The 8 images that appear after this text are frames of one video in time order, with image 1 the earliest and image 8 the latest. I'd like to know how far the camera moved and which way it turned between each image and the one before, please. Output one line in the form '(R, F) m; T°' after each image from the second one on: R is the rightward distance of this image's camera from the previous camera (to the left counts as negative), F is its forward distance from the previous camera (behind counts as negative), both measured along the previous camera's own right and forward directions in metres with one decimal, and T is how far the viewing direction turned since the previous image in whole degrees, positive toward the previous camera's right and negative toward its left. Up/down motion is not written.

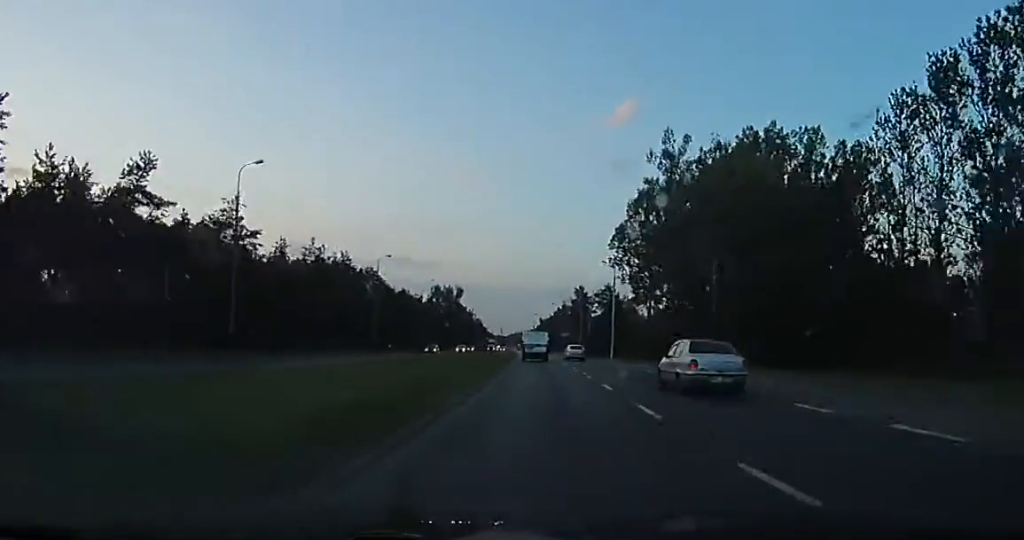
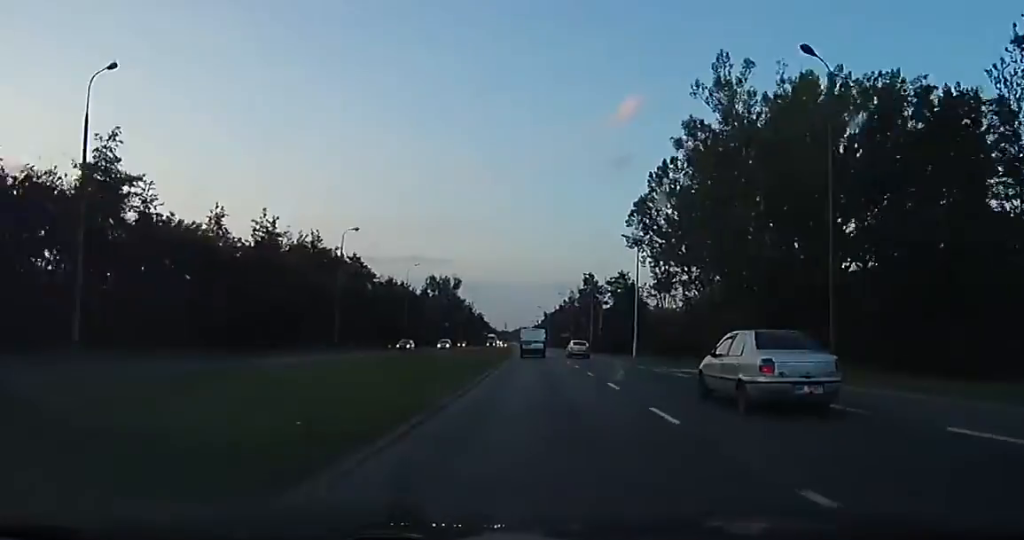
(+0.3, +13.0) m; 0°
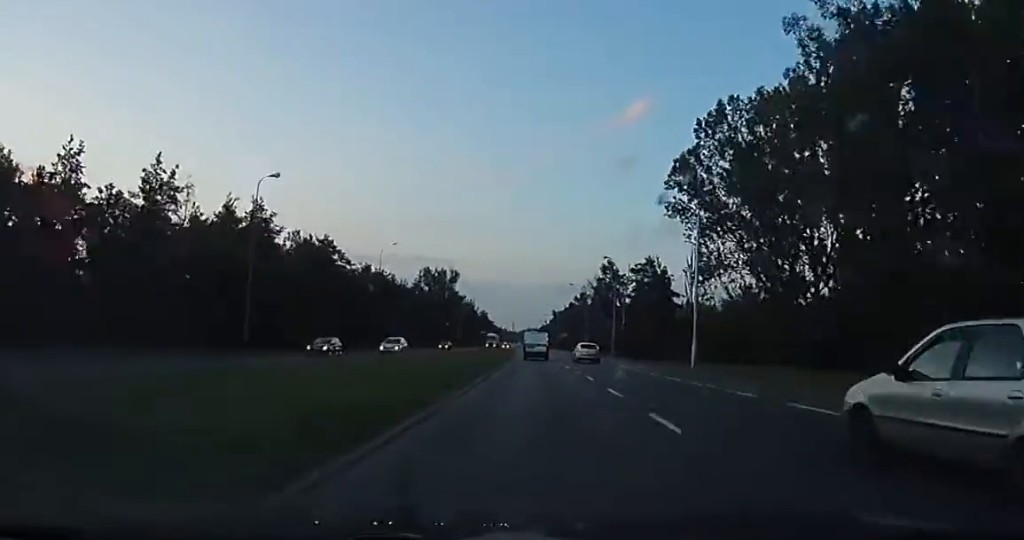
(-0.2, +18.4) m; -2°
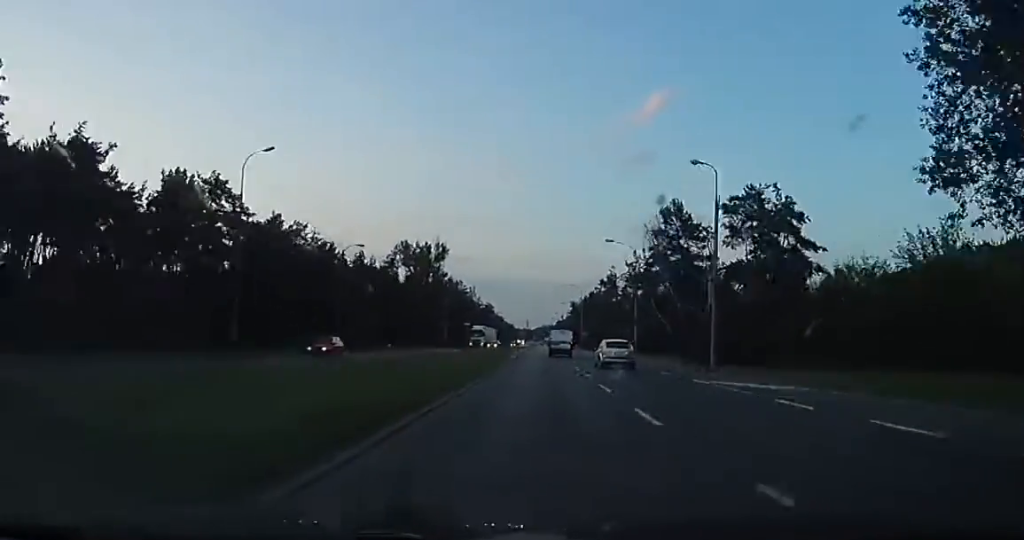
(-1.2, +34.4) m; -3°
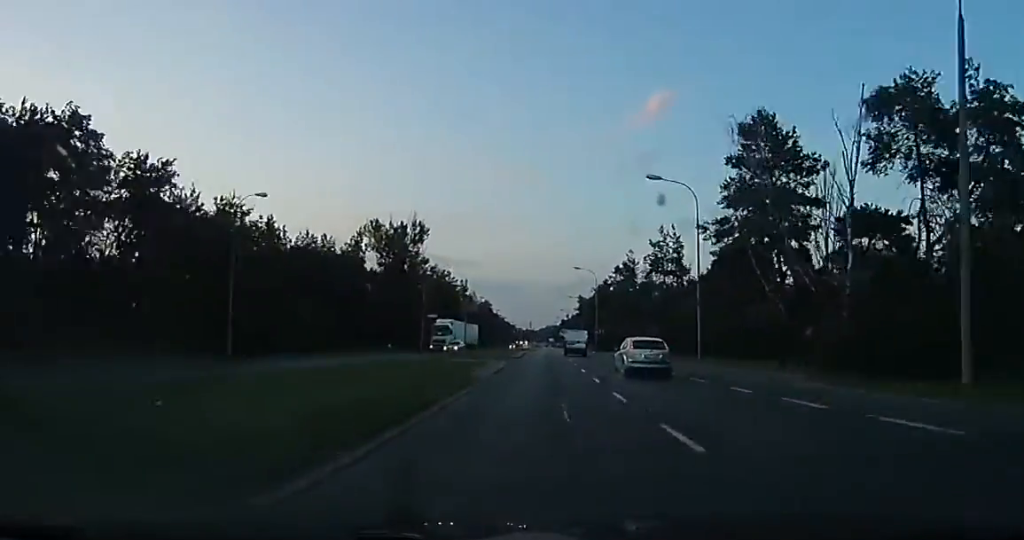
(-0.1, +20.5) m; 0°
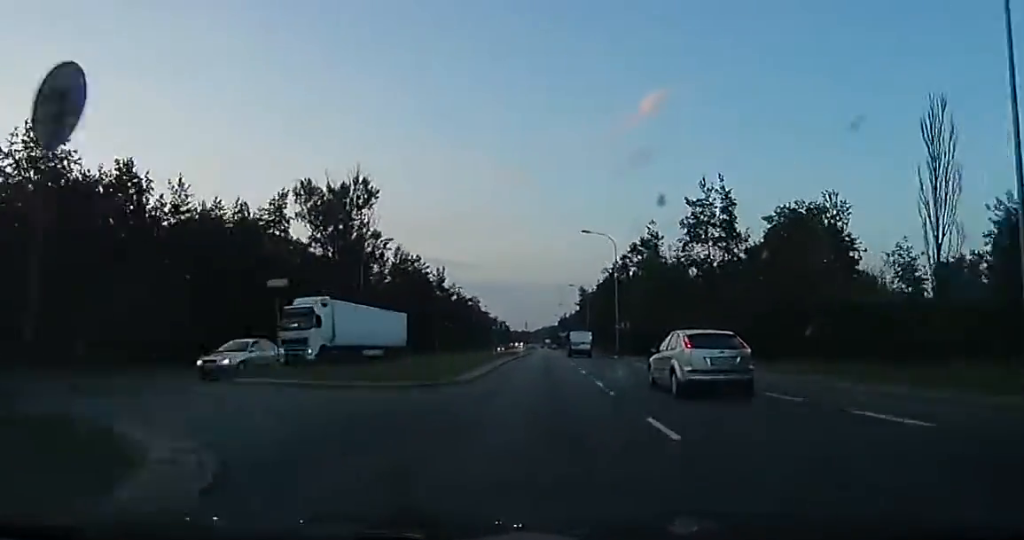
(0.0, +23.4) m; 0°
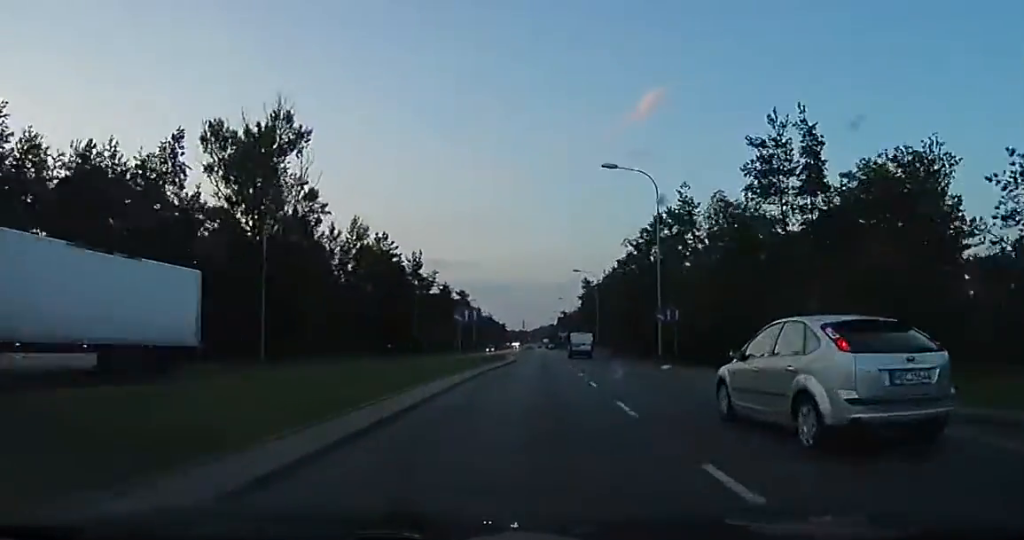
(0.0, +18.2) m; -1°
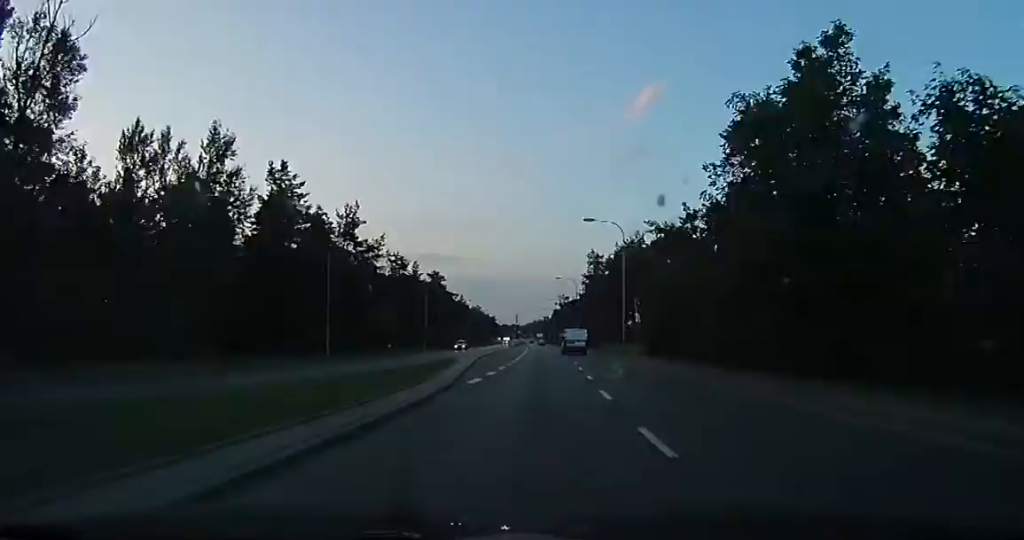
(-0.4, +27.4) m; 0°
